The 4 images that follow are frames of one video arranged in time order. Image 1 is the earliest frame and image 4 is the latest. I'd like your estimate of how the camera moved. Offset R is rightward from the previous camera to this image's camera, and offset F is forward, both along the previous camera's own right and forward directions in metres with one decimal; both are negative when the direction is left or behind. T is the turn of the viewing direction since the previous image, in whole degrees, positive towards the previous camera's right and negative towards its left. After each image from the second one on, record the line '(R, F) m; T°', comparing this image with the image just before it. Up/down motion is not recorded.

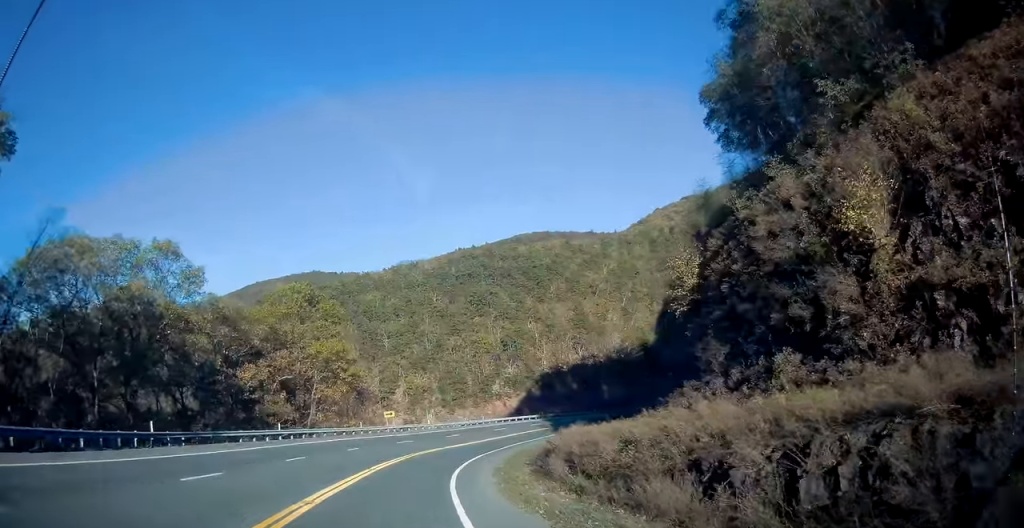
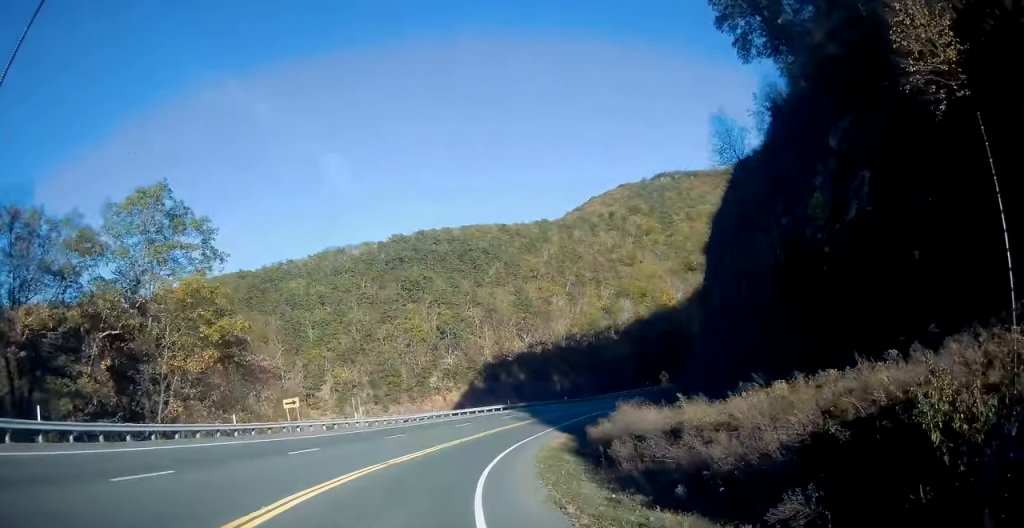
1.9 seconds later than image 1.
(+0.7, +26.4) m; +2°
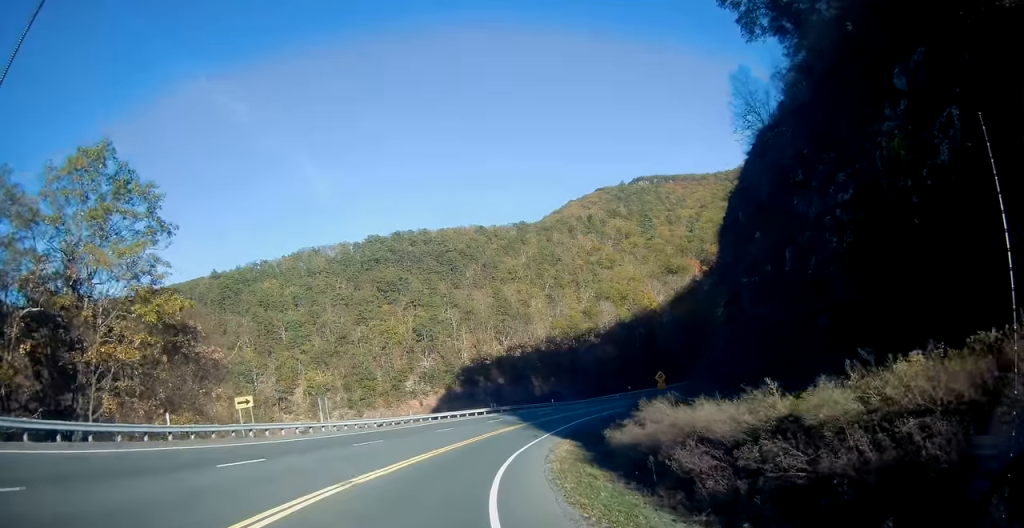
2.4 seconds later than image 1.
(0.0, +6.6) m; 0°
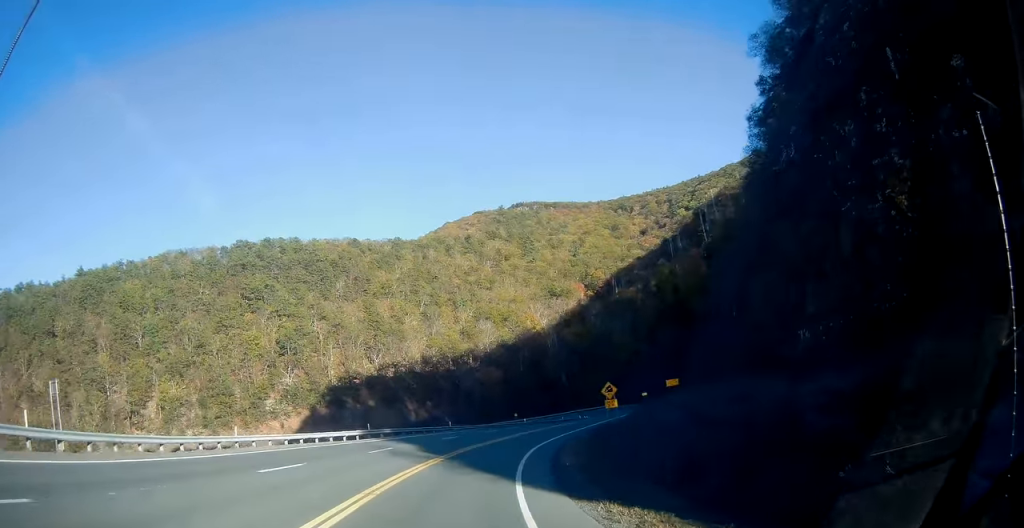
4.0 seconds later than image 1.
(0.0, +23.6) m; 0°
